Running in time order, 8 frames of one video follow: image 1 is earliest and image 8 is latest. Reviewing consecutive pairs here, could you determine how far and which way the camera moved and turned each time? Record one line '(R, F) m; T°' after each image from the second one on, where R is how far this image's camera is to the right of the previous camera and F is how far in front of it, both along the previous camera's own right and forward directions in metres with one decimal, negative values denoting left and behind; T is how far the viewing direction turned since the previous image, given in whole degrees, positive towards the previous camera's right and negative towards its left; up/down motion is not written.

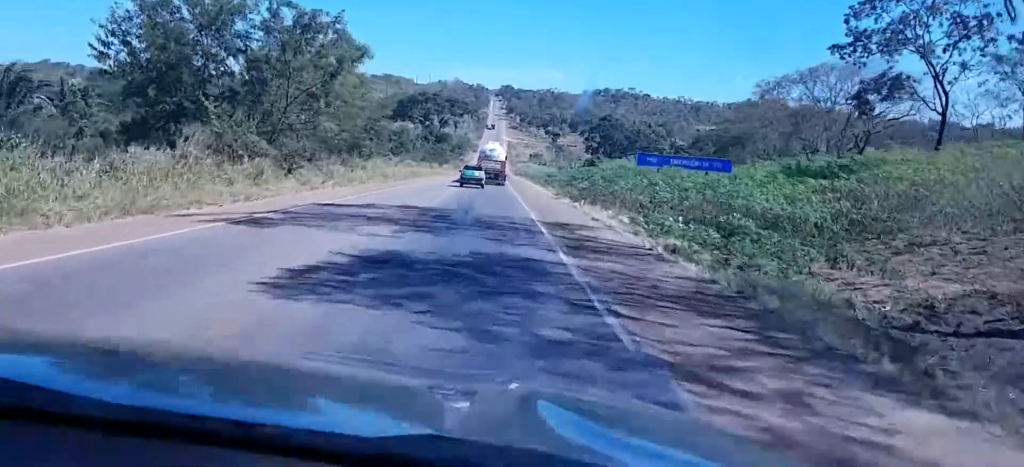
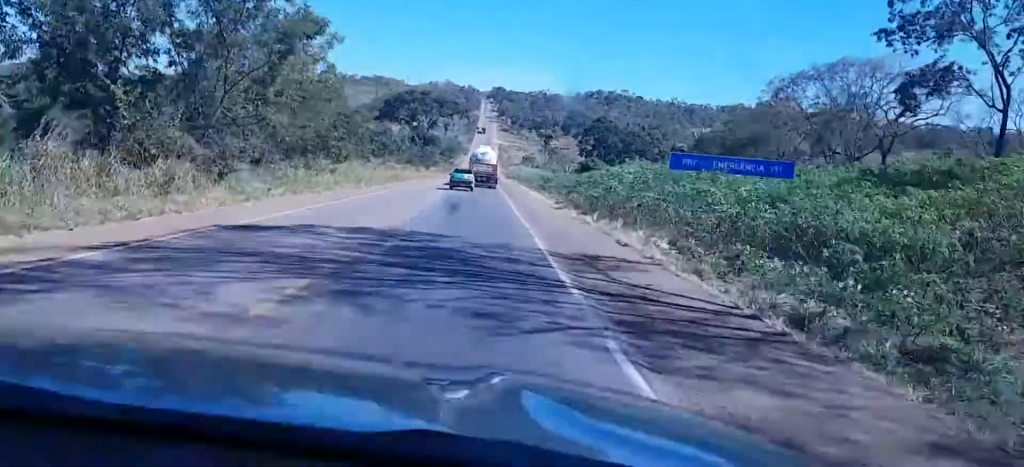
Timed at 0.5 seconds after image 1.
(+0.2, +8.9) m; +1°
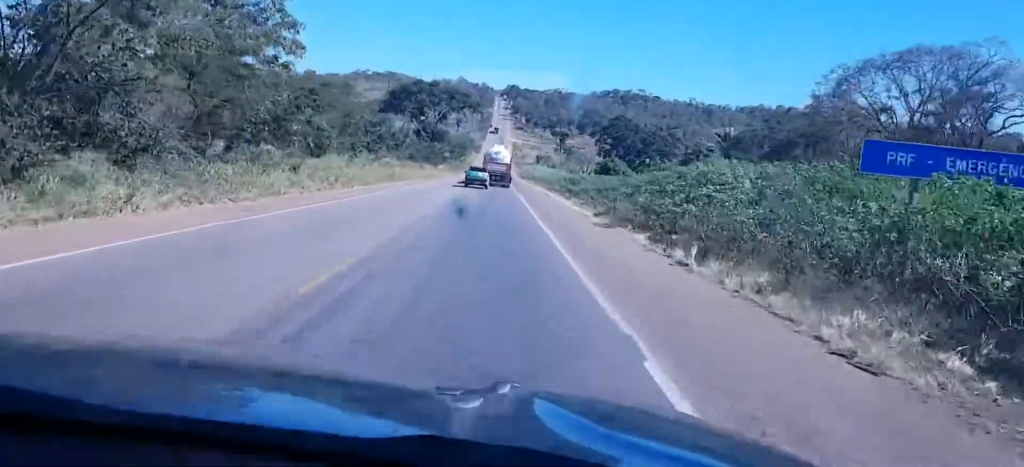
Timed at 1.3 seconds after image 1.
(+0.3, +14.9) m; +2°
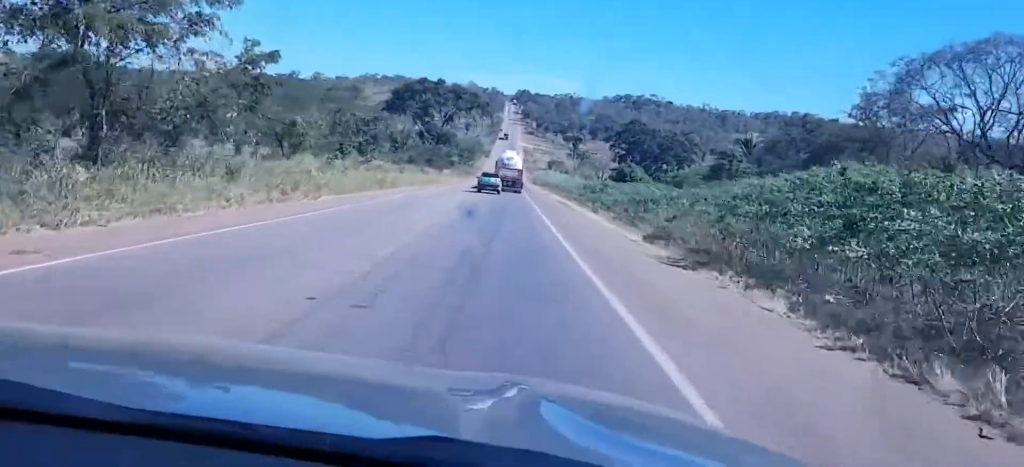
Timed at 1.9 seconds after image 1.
(0.0, +12.0) m; +1°
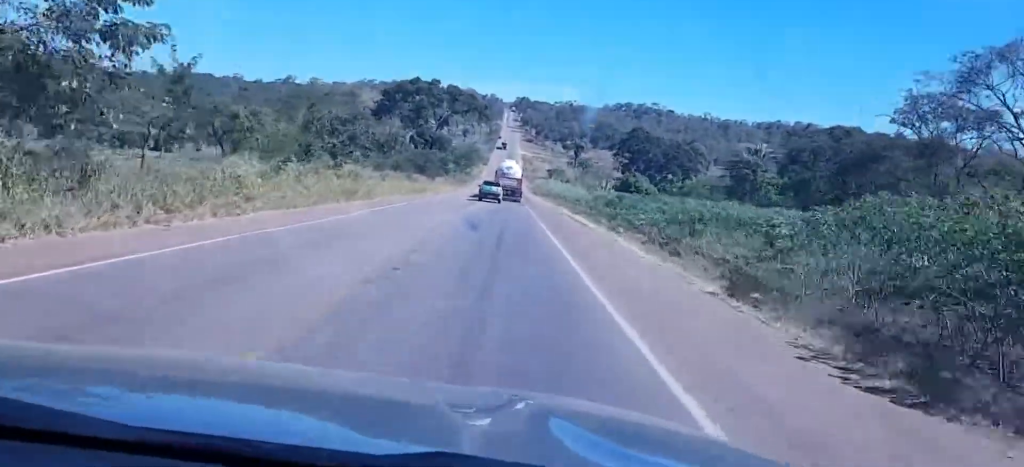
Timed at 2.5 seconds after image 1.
(+0.3, +11.4) m; +1°
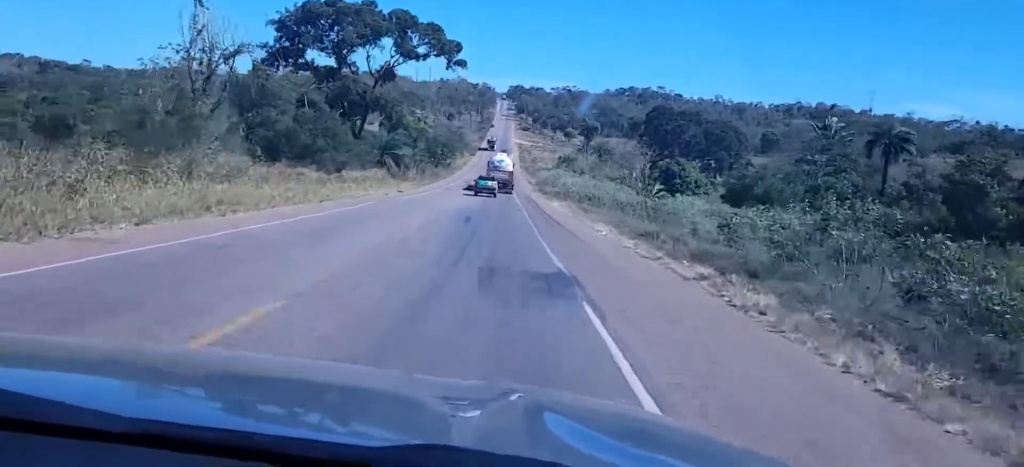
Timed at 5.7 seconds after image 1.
(+1.1, +61.3) m; +3°
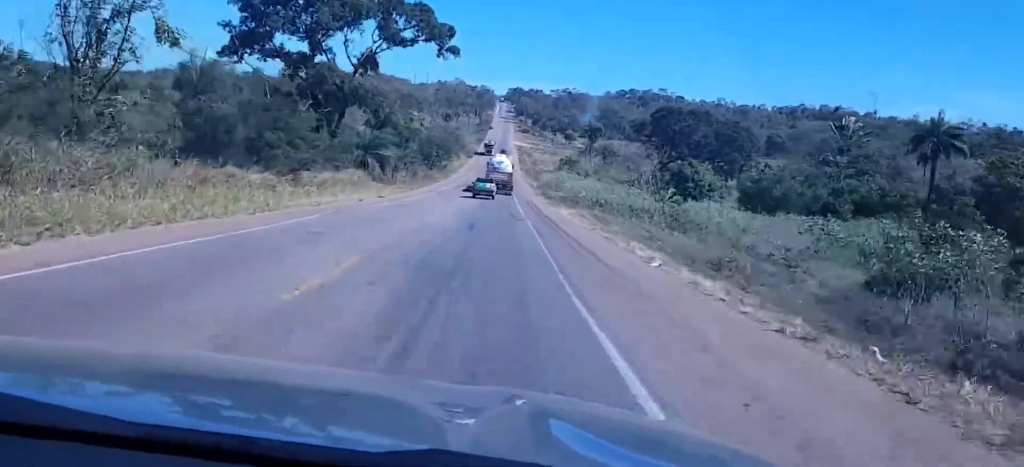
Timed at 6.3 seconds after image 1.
(-0.2, +10.9) m; -1°
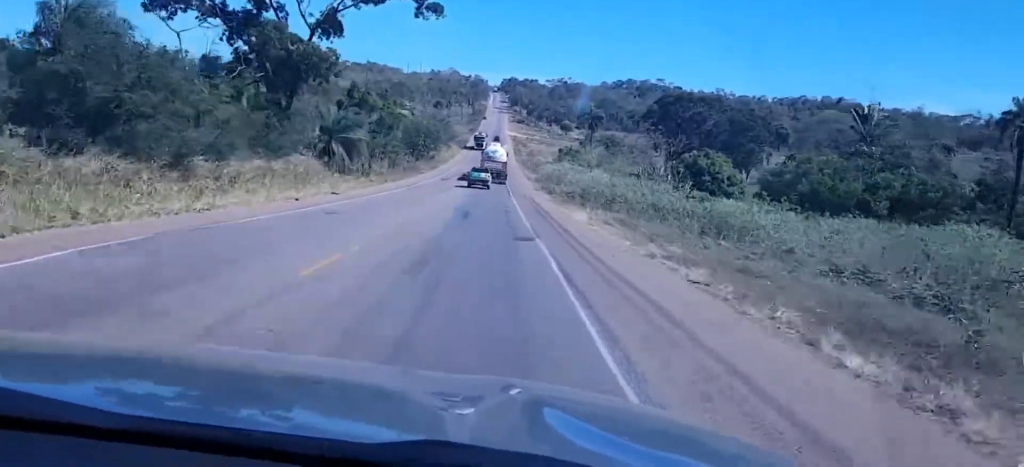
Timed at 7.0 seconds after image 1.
(-0.4, +14.9) m; -2°
